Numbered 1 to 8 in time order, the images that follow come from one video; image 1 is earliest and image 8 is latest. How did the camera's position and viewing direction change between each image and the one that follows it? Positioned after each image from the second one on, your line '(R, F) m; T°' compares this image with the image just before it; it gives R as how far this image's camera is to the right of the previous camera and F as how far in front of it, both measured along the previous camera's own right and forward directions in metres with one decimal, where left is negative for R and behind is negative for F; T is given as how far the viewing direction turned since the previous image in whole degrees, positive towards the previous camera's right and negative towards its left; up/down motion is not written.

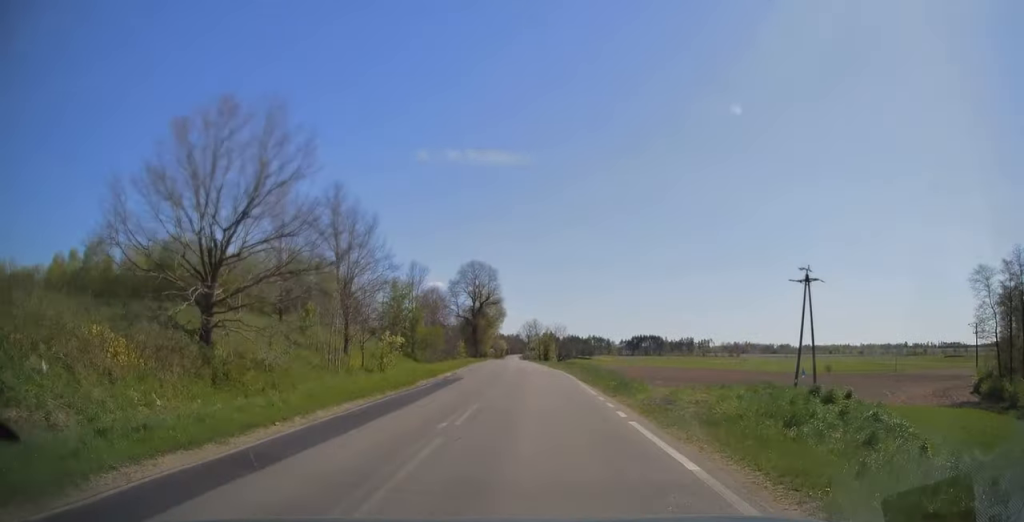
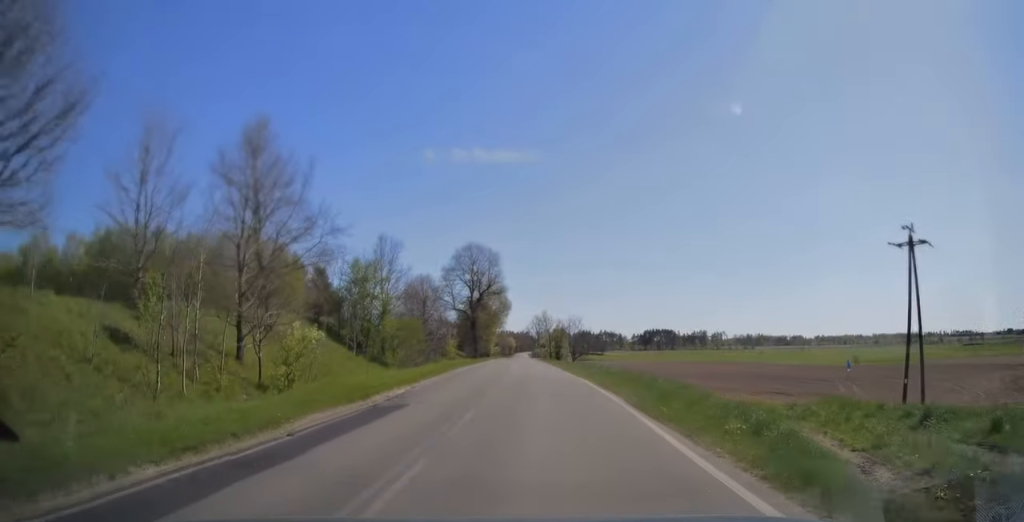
(-0.1, +13.7) m; -1°
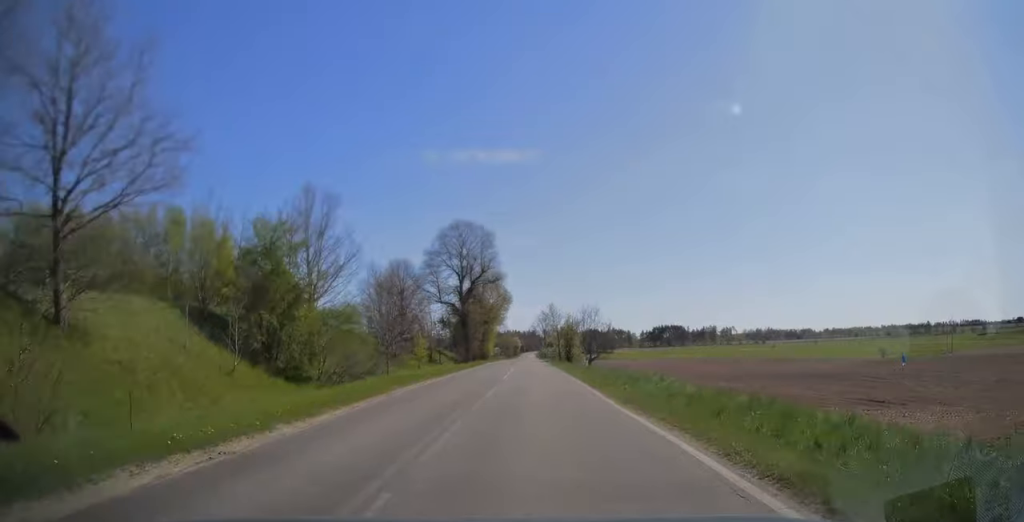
(-0.2, +14.5) m; -1°
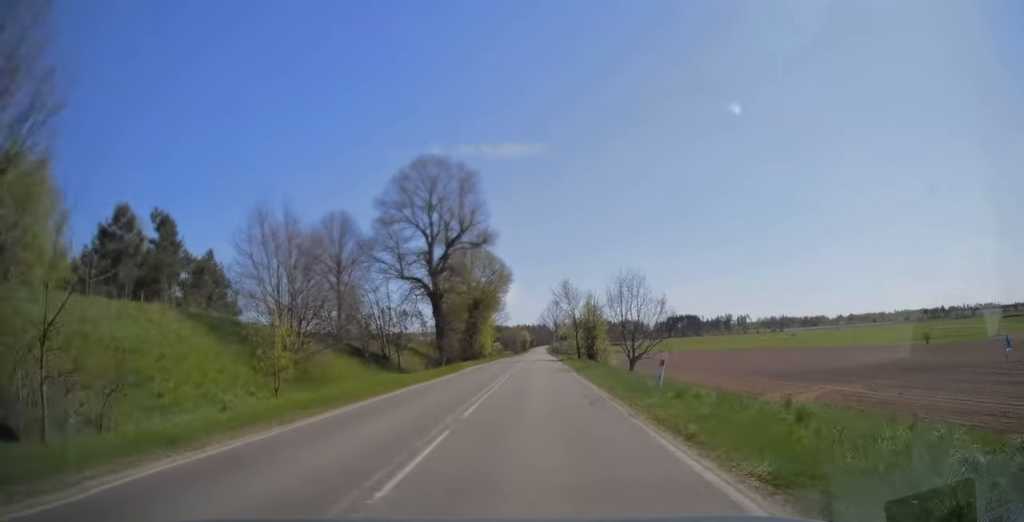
(-0.1, +20.7) m; -1°
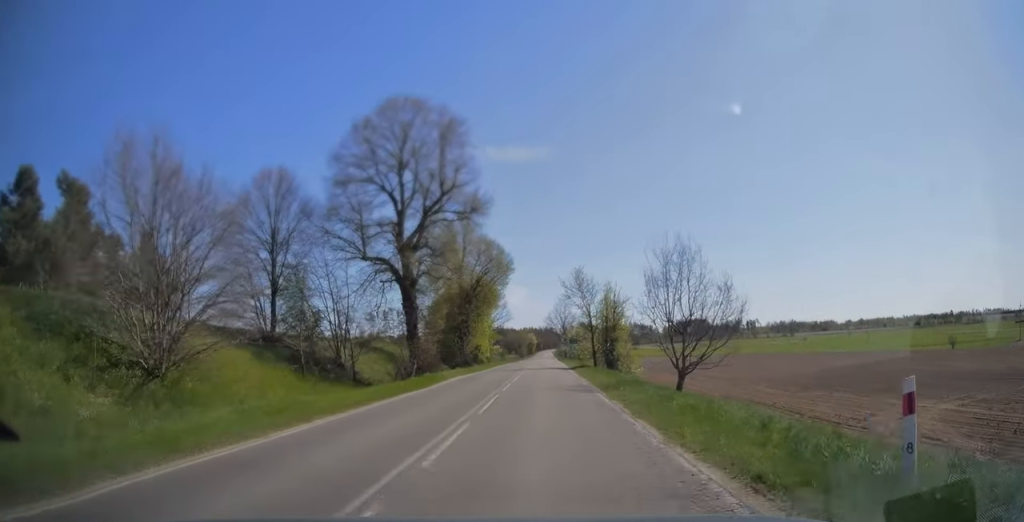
(0.0, +10.8) m; 0°
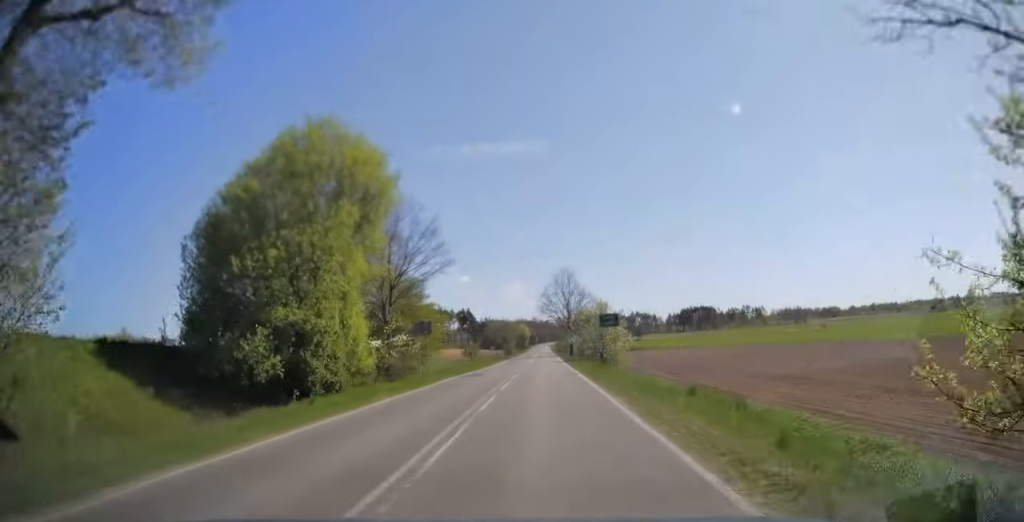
(-0.2, +43.2) m; 0°
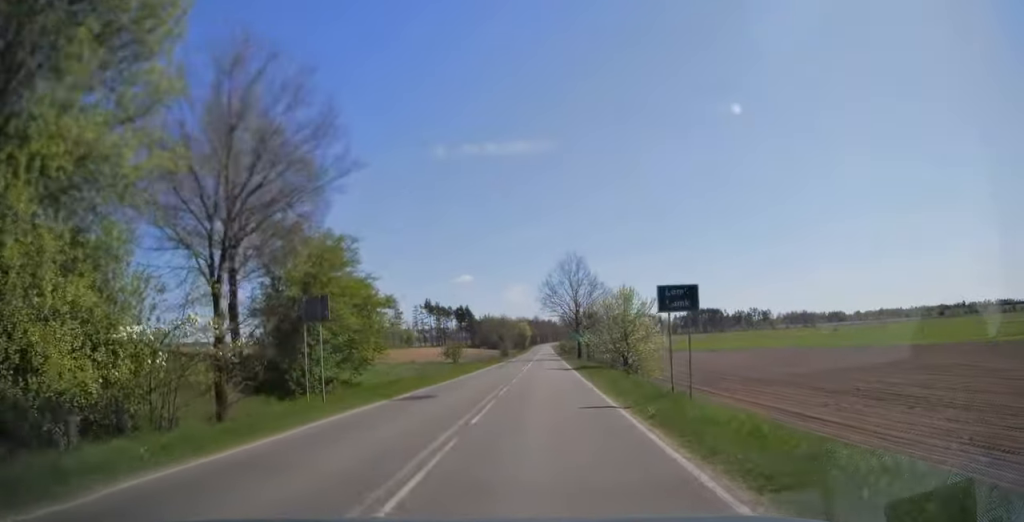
(0.0, +14.7) m; 0°
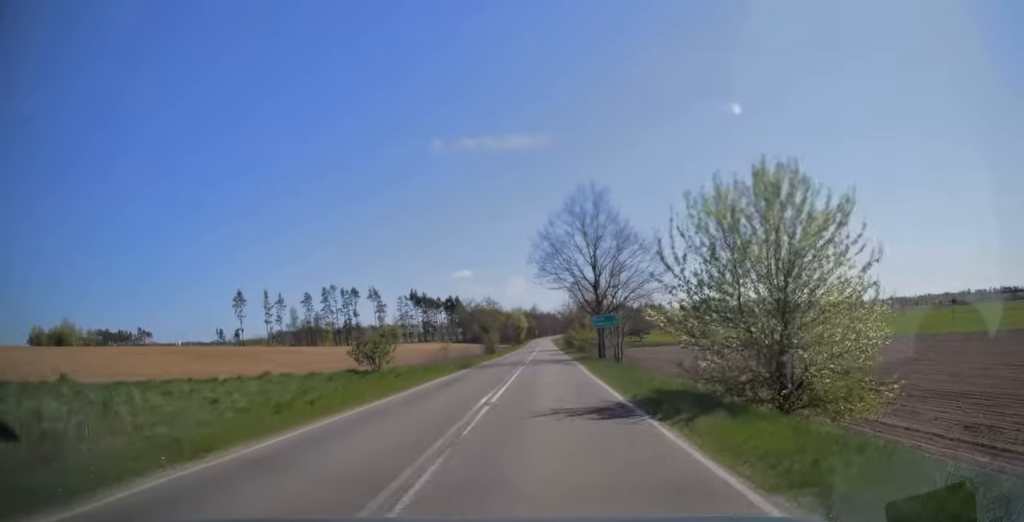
(+0.1, +26.2) m; +1°
